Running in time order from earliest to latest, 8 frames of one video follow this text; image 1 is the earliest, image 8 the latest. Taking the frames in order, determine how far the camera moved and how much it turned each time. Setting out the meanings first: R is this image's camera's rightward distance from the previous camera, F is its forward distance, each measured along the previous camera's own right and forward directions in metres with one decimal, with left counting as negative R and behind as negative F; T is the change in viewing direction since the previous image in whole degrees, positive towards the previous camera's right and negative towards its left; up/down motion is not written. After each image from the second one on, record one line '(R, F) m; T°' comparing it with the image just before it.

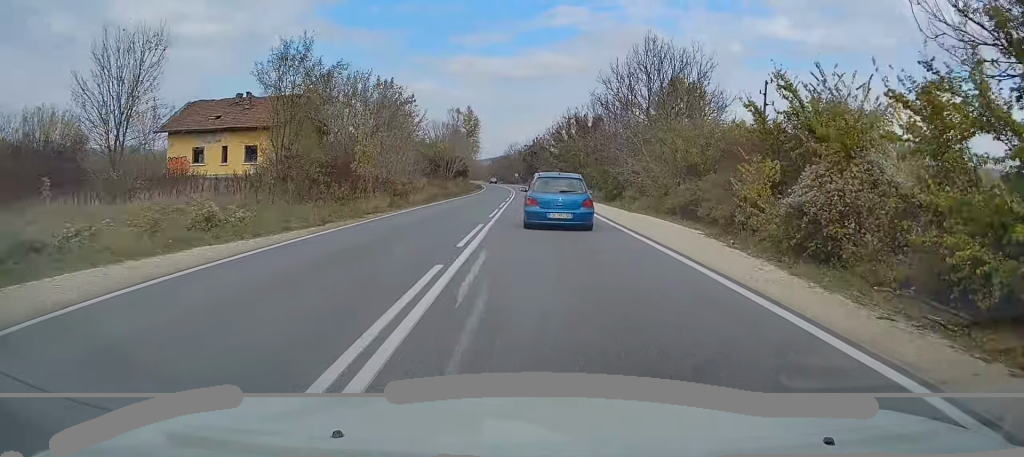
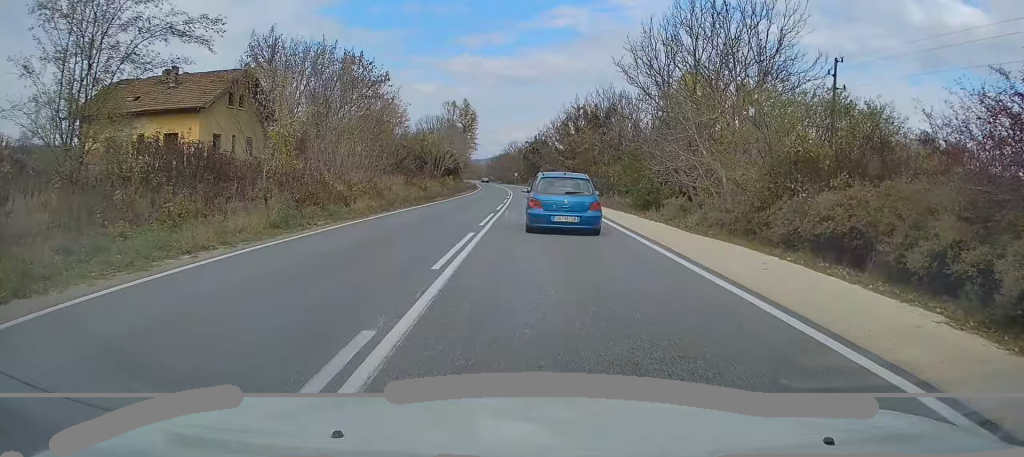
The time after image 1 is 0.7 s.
(-0.1, +12.6) m; 0°
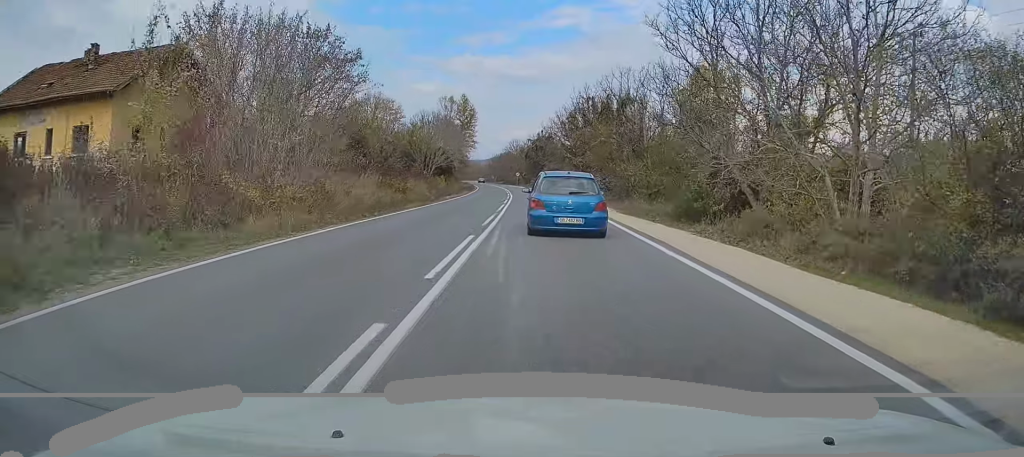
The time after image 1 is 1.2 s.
(+0.1, +9.3) m; 0°
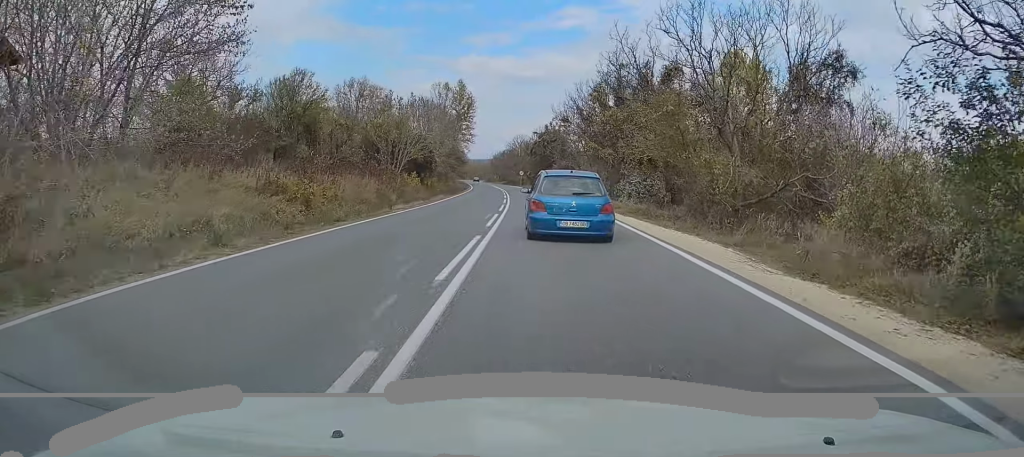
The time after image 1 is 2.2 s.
(0.0, +18.9) m; -1°
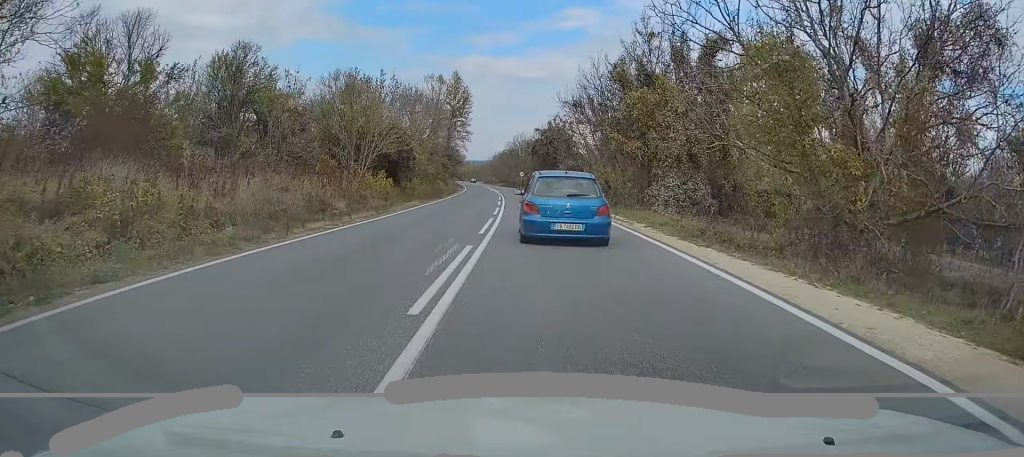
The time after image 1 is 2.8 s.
(-0.1, +10.8) m; 0°
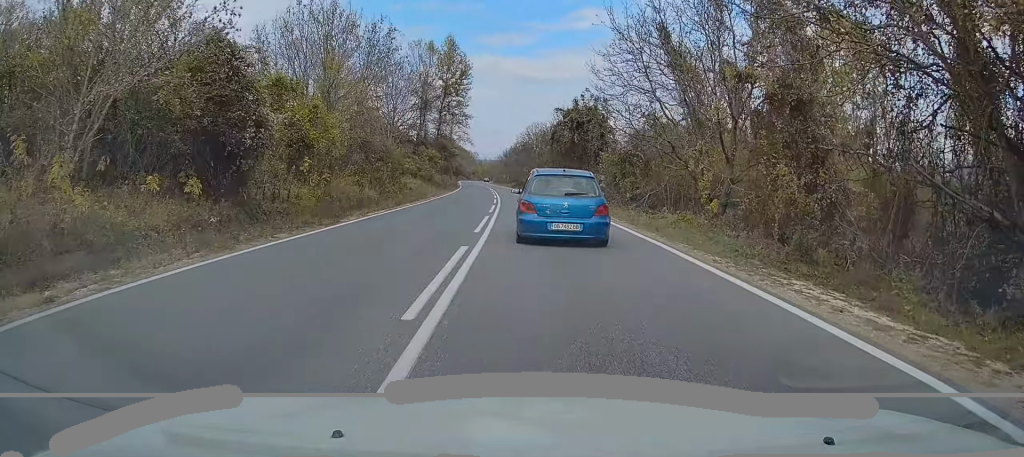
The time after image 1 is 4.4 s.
(-0.2, +27.2) m; -1°
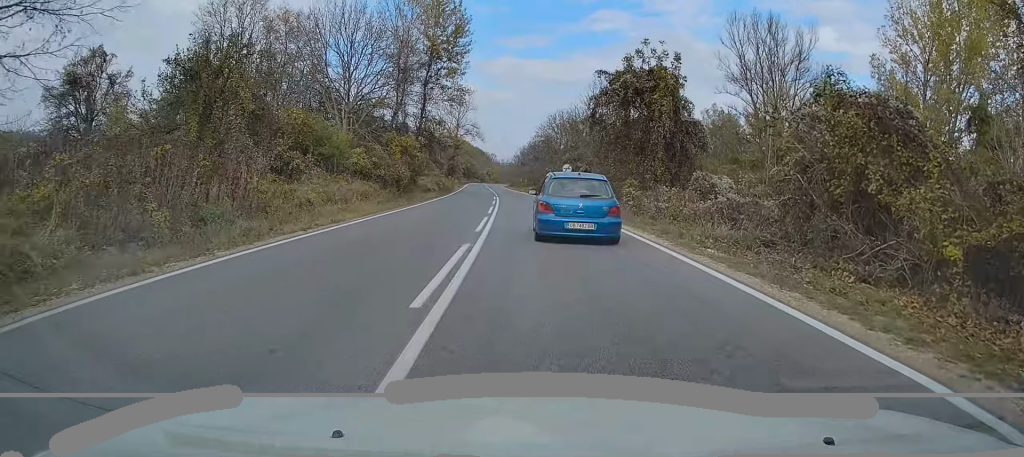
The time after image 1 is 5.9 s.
(-0.3, +26.4) m; -2°
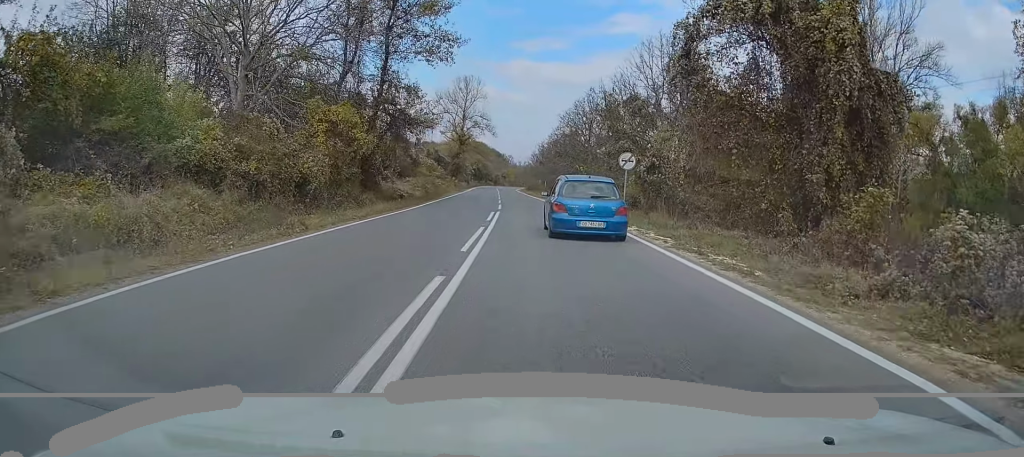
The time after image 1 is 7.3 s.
(-0.2, +22.1) m; -1°
